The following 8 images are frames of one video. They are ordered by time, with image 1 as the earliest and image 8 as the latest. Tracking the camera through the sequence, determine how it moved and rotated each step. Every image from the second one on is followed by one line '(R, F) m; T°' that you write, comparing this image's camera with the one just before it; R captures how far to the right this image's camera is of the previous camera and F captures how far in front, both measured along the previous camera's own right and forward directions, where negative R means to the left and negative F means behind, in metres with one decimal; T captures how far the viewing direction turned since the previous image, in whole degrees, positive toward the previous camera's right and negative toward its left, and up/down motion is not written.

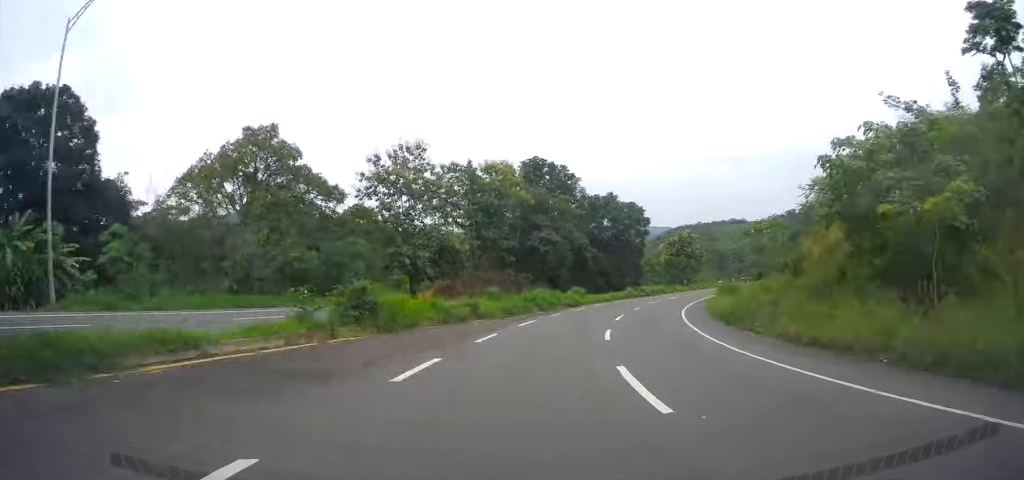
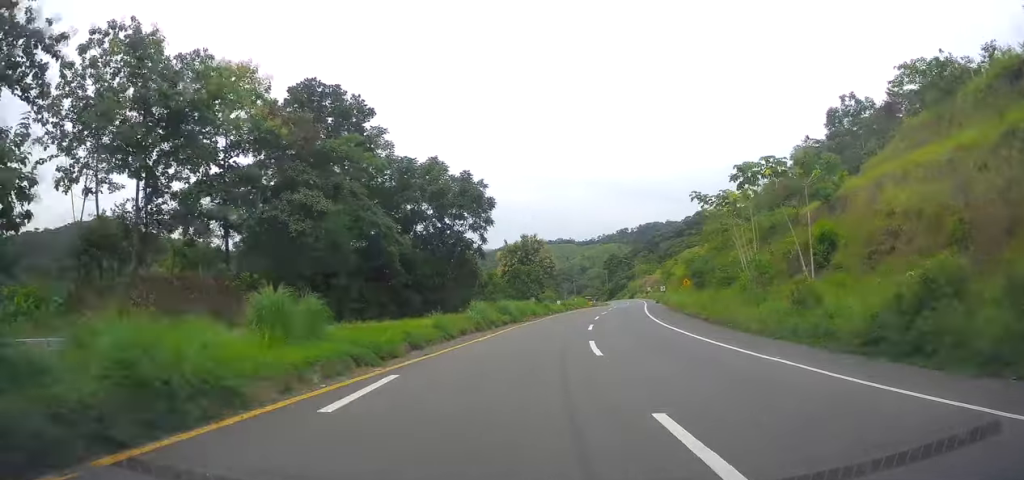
(+6.1, +40.3) m; +16°
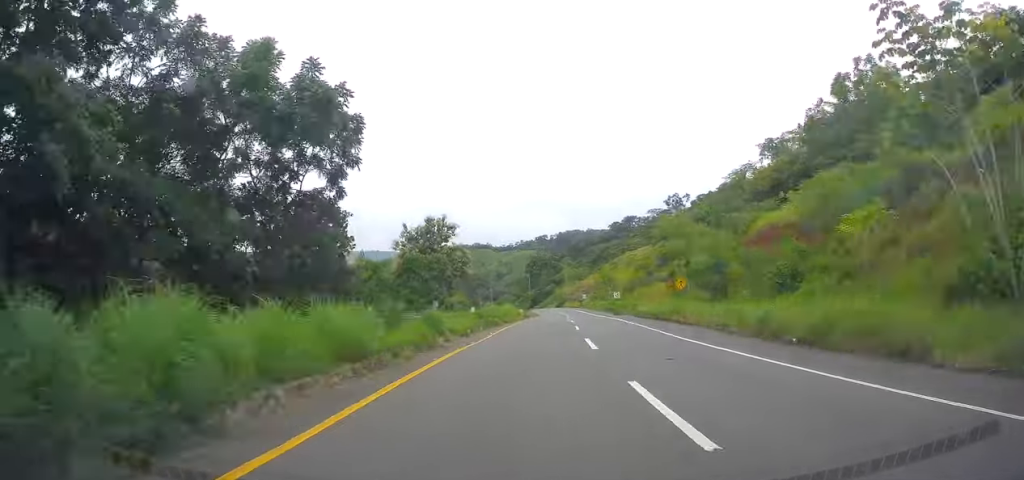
(+3.0, +32.2) m; +9°
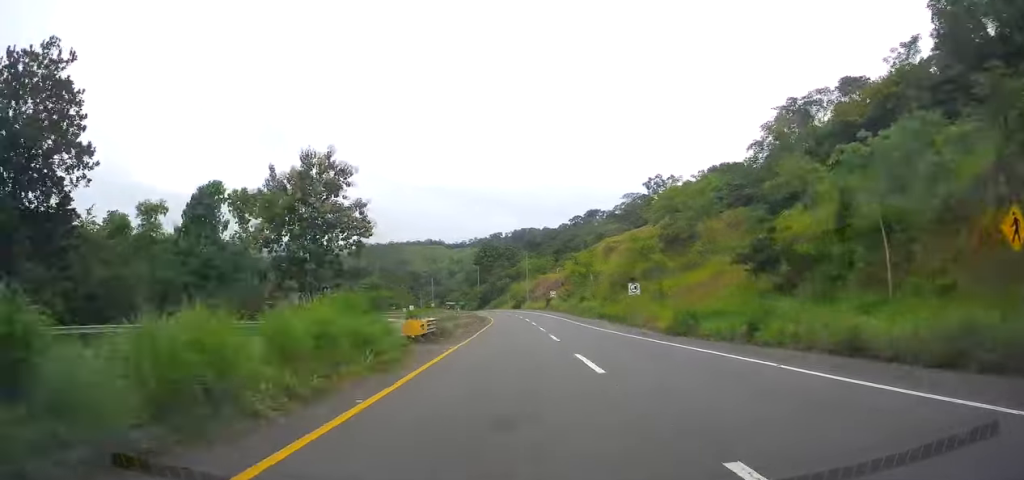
(+3.5, +40.8) m; +7°
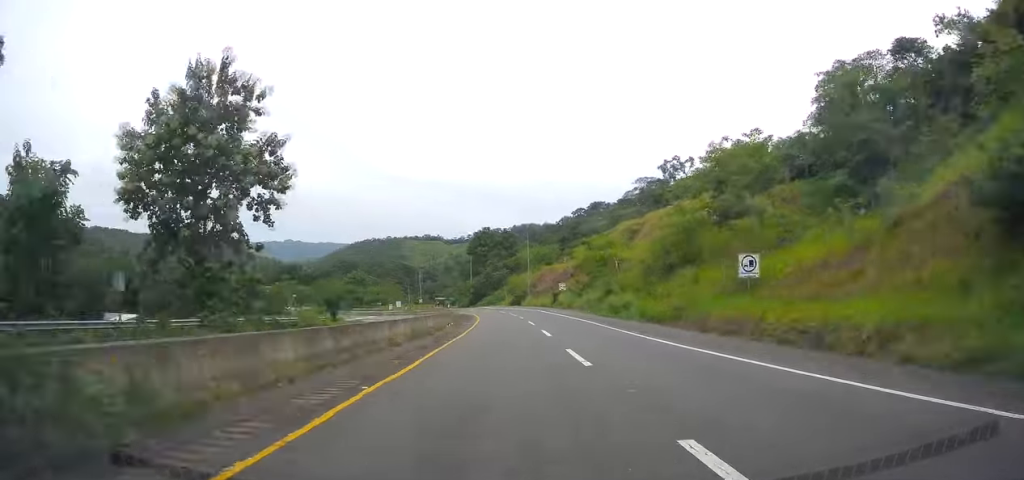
(+0.6, +21.9) m; +2°
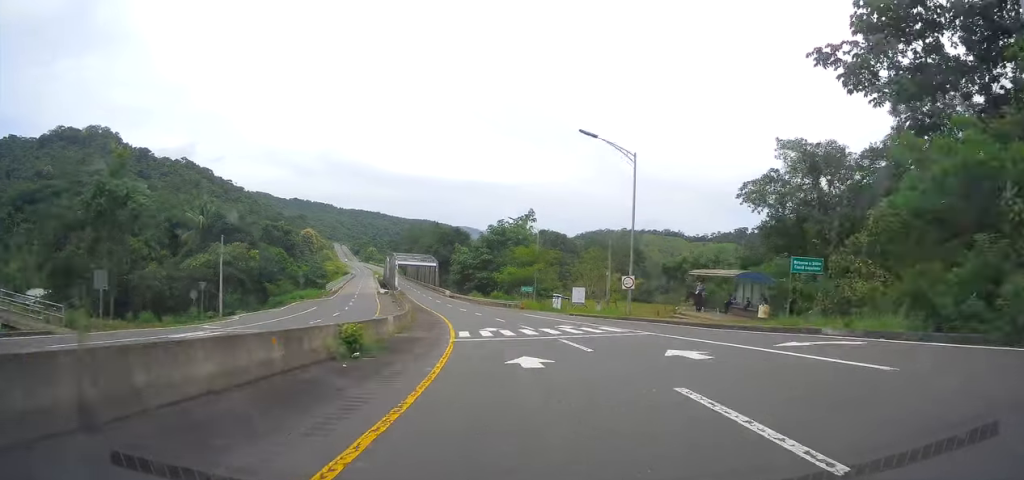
(-6.3, +126.8) m; -15°
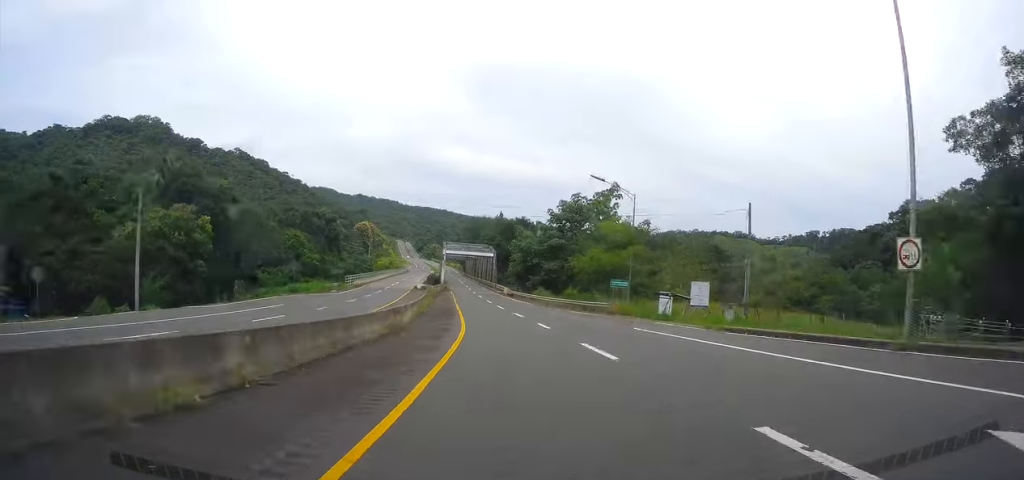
(-2.1, +26.8) m; -6°
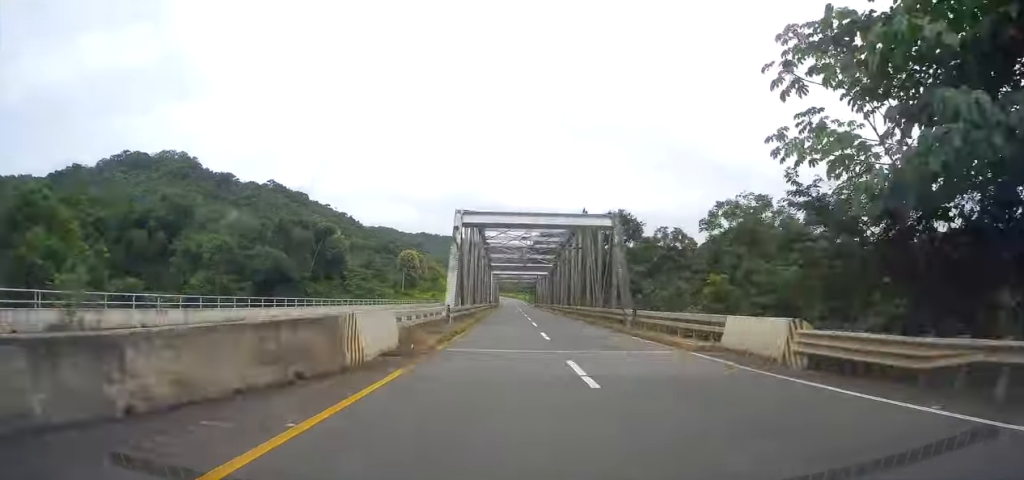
(-9.3, +72.9) m; -11°
